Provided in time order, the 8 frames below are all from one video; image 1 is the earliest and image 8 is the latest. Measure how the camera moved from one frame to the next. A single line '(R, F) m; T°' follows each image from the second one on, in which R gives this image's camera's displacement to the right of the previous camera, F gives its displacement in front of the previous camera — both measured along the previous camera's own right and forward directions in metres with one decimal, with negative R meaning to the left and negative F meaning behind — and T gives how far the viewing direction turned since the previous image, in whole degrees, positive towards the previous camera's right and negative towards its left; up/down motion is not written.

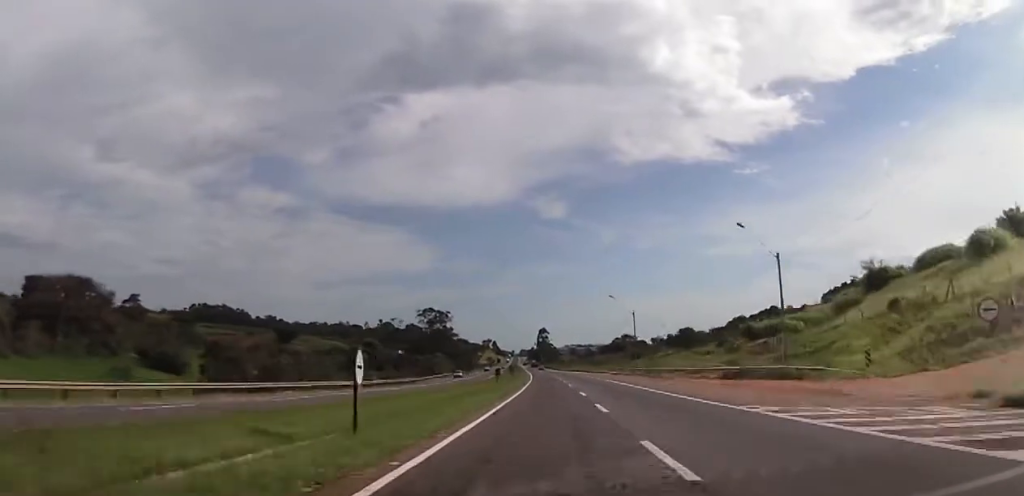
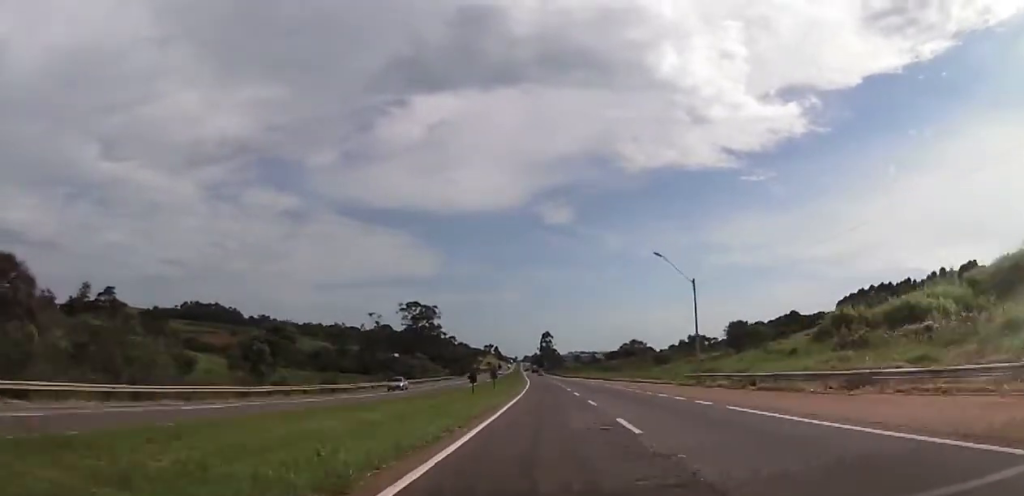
(-0.1, +32.5) m; -1°
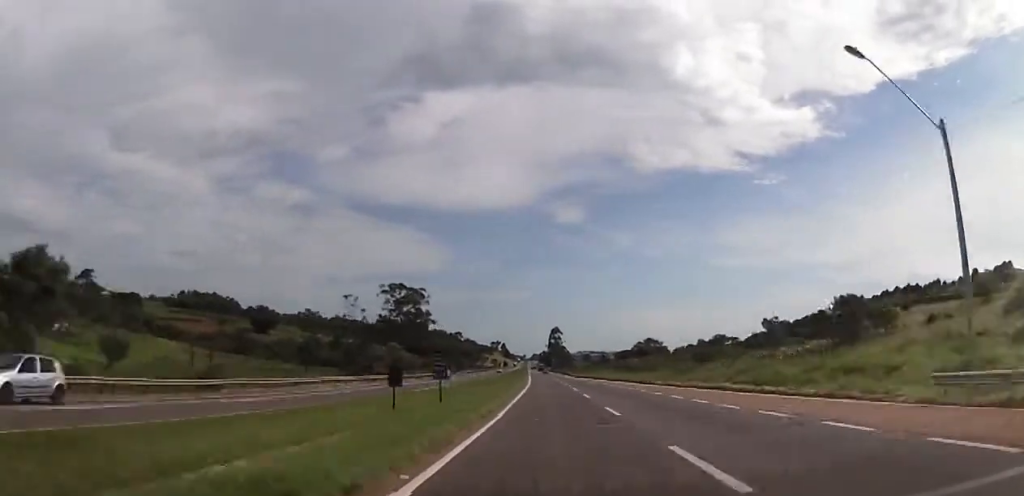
(-0.3, +32.7) m; 0°
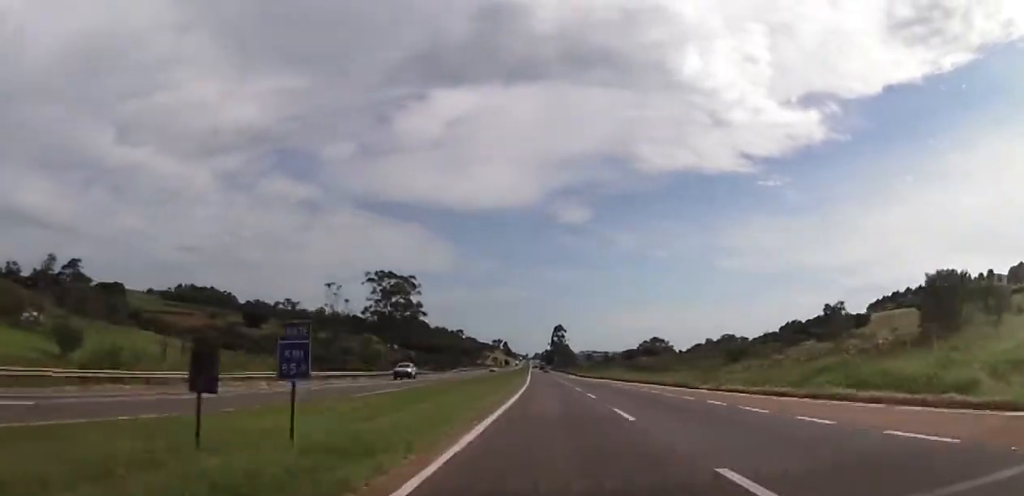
(-0.1, +15.8) m; 0°
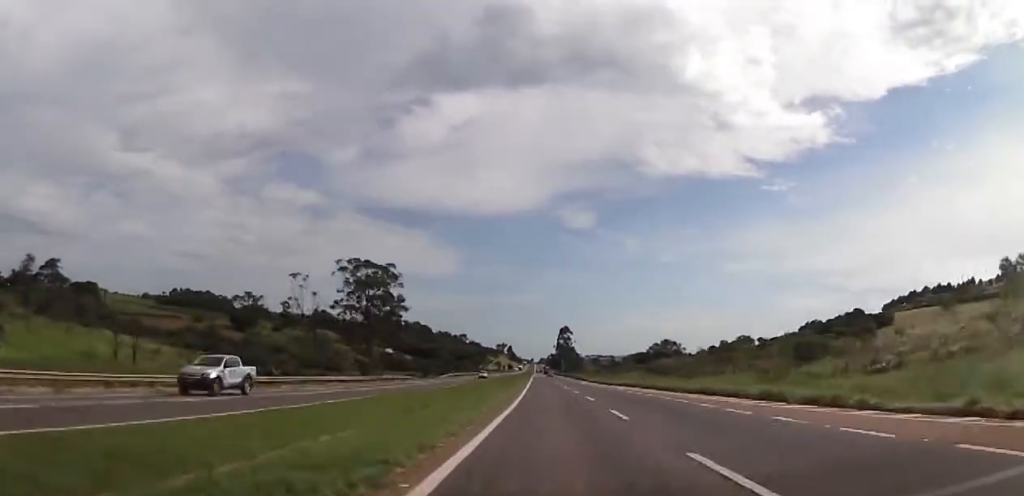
(+0.2, +23.9) m; 0°
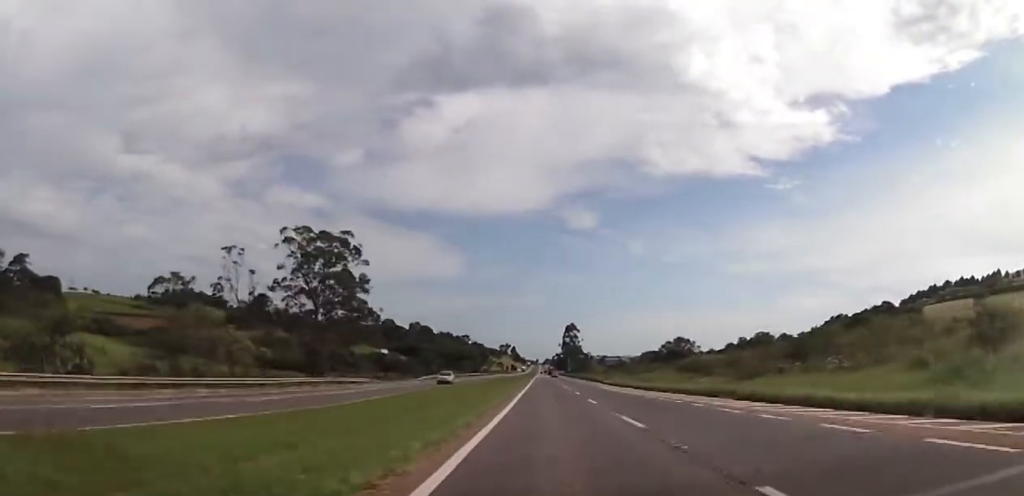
(0.0, +29.3) m; 0°
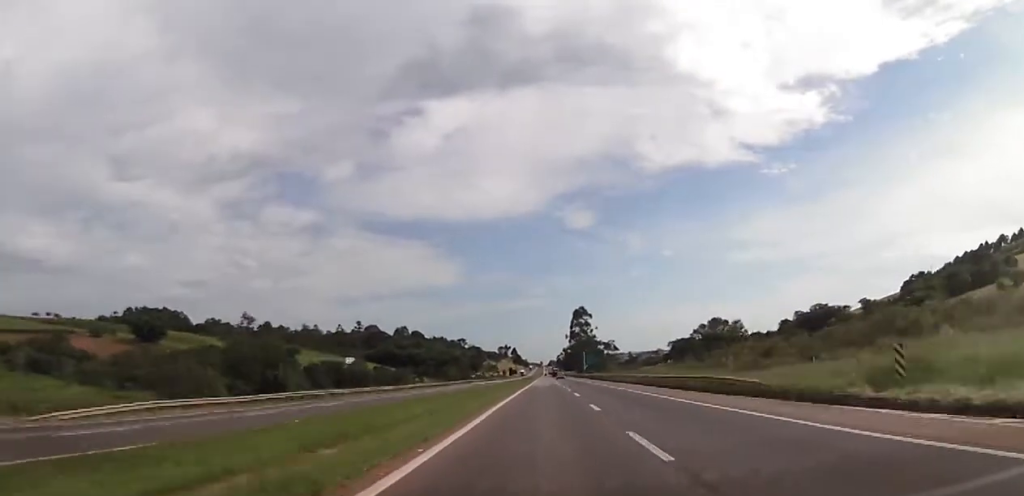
(-0.7, +84.6) m; -1°
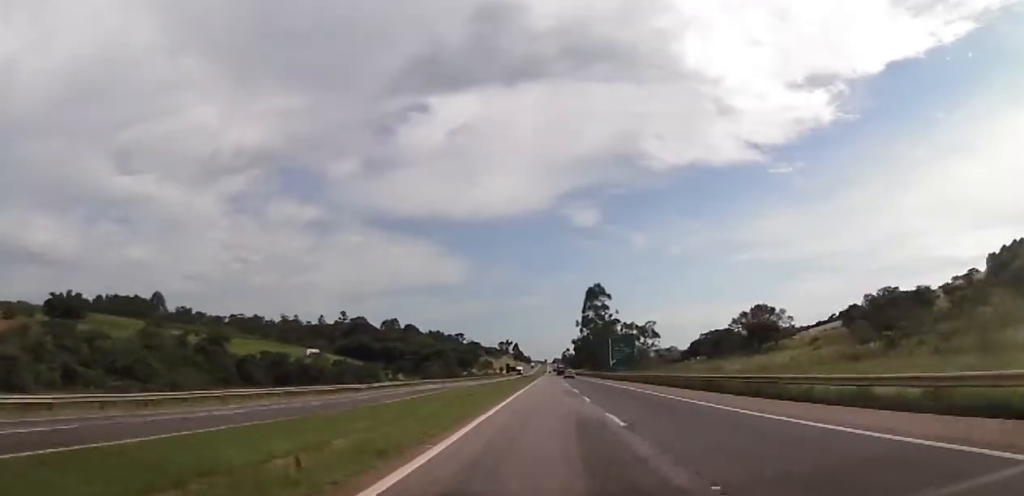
(-0.9, +65.0) m; -1°
